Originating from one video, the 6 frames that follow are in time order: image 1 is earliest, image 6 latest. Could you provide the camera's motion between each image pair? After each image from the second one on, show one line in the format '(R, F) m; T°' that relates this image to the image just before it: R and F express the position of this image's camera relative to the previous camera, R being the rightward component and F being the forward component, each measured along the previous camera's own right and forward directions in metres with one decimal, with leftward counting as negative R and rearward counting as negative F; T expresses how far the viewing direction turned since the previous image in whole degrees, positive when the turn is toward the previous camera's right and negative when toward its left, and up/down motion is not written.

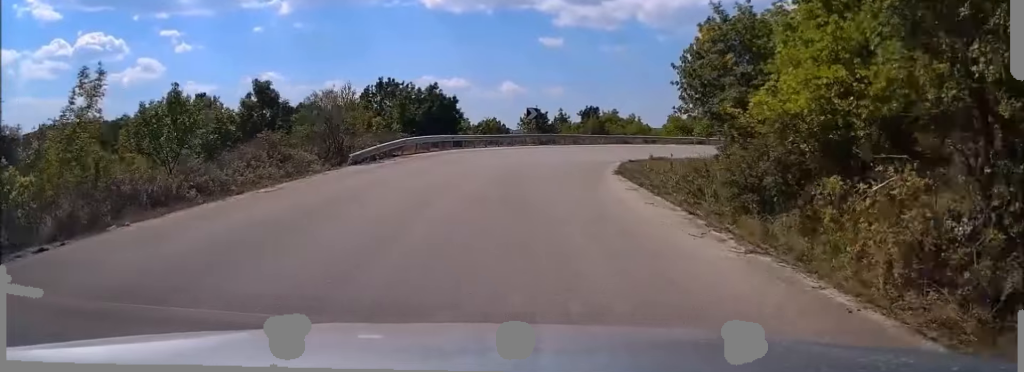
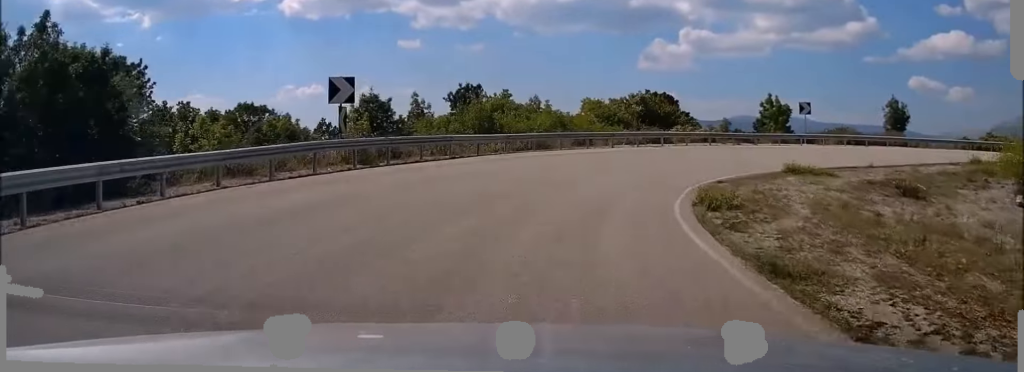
(+3.3, +31.4) m; +15°
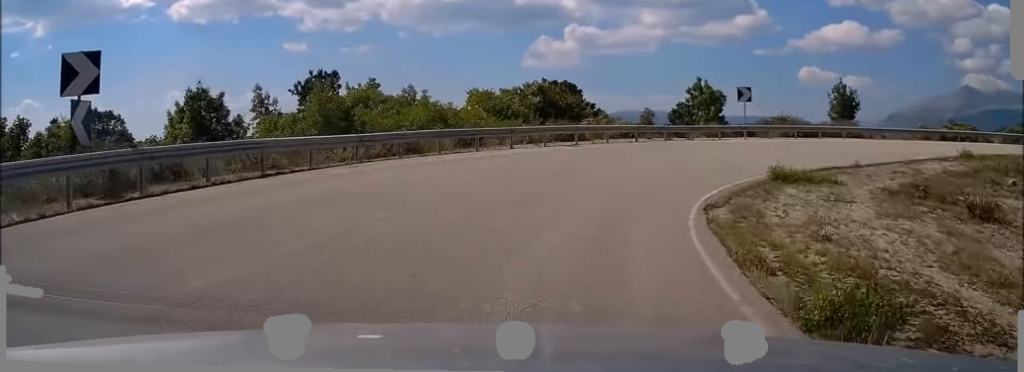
(+0.6, +9.3) m; +9°
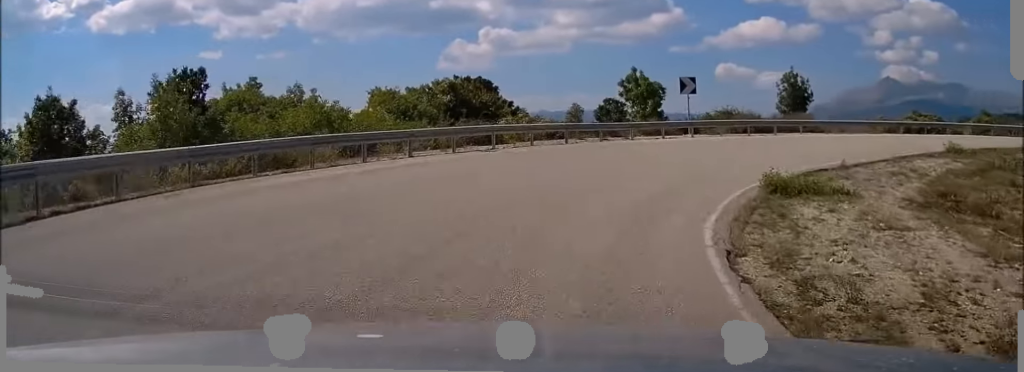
(+0.1, +5.6) m; +7°
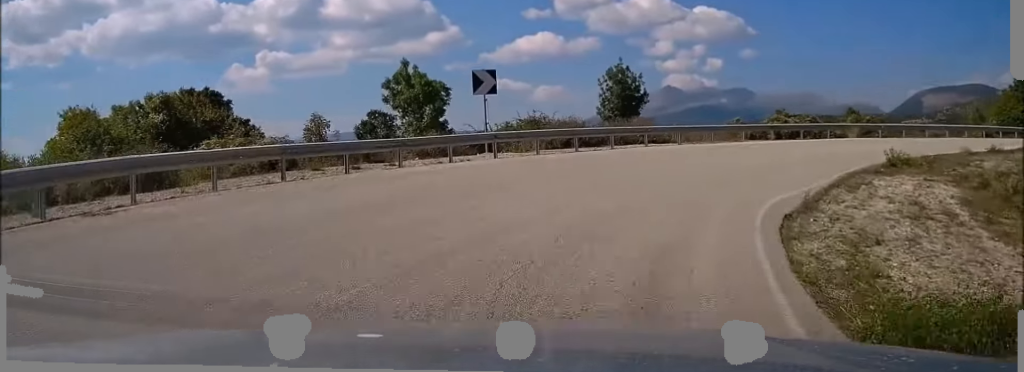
(+1.7, +11.3) m; +19°
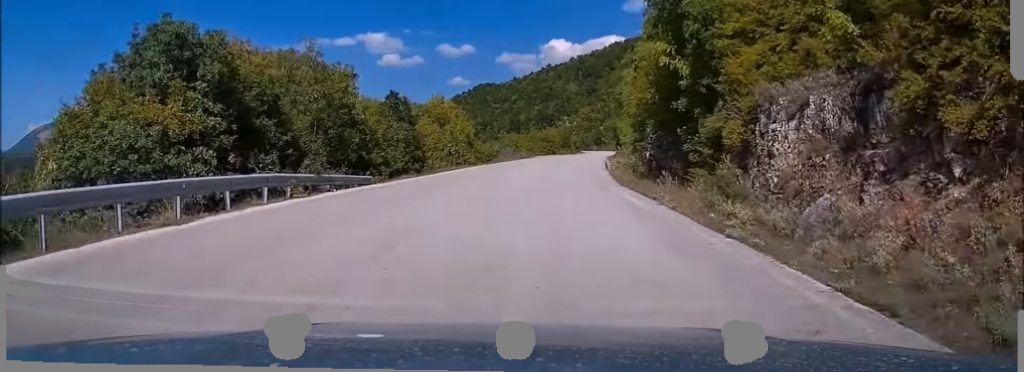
(+21.5, +30.3) m; +69°
